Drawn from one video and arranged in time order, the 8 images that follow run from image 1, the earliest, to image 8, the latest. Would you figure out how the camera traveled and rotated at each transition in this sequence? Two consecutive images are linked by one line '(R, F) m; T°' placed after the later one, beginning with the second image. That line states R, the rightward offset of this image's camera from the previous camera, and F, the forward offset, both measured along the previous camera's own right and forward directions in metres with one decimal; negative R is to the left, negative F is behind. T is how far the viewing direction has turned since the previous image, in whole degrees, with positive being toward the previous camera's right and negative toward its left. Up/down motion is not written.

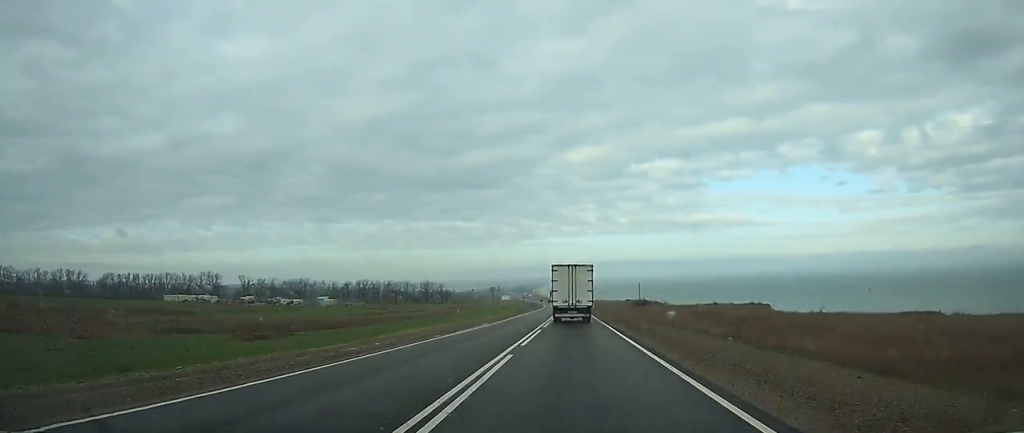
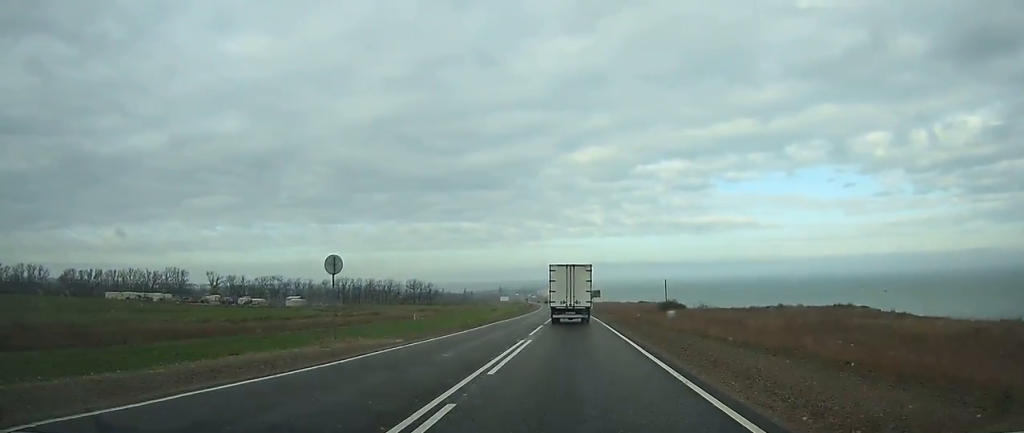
(-0.2, +42.1) m; -1°
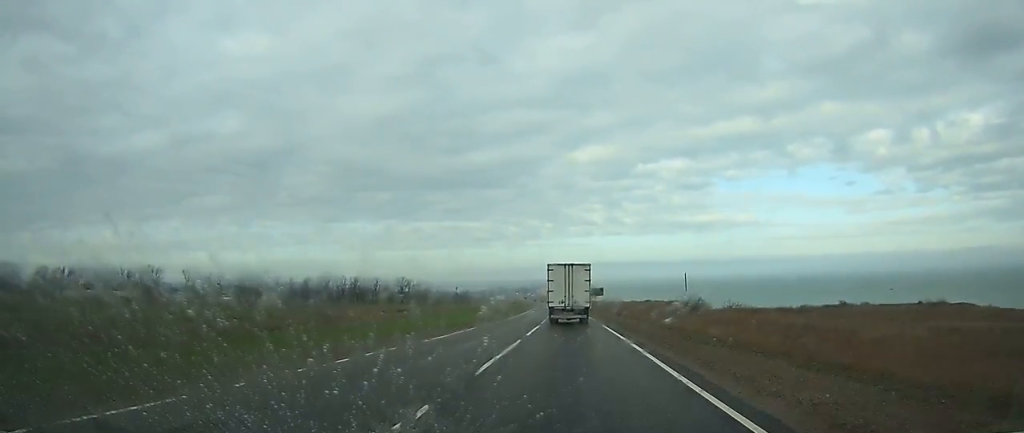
(-0.1, +24.0) m; 0°
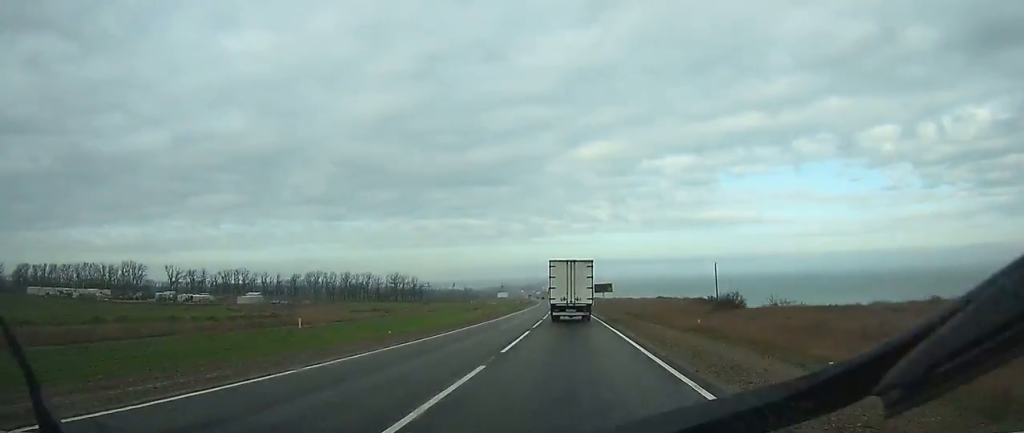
(0.0, +19.8) m; 0°
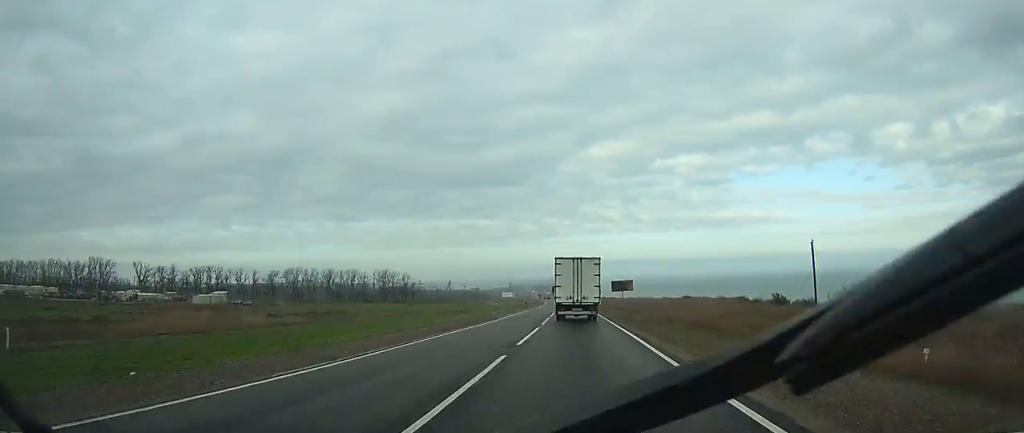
(-0.2, +33.9) m; -1°
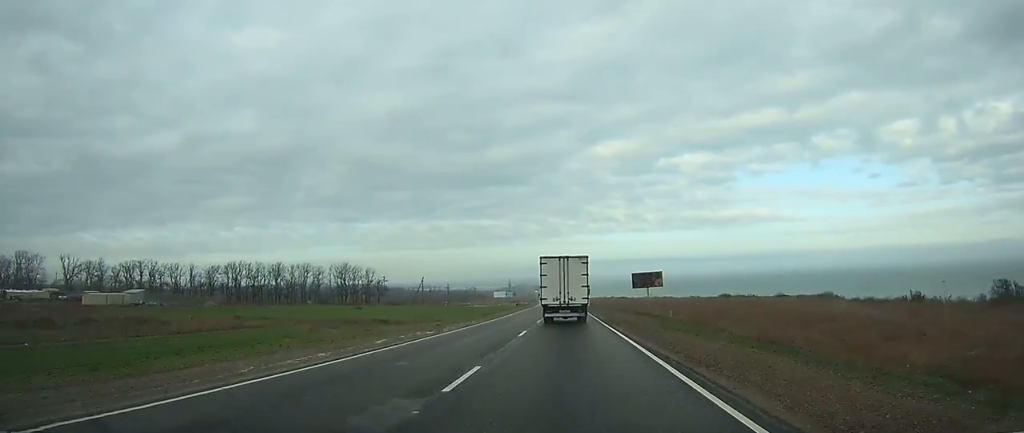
(-0.2, +49.2) m; -1°
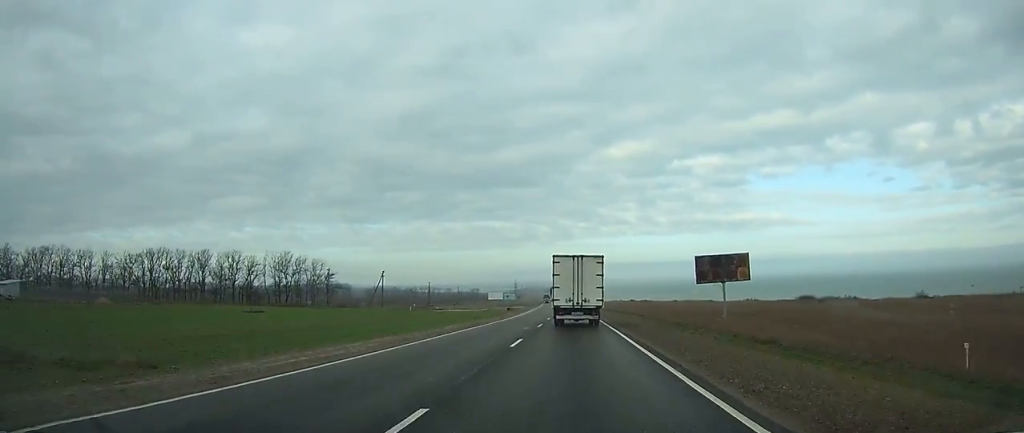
(-0.3, +51.2) m; -1°
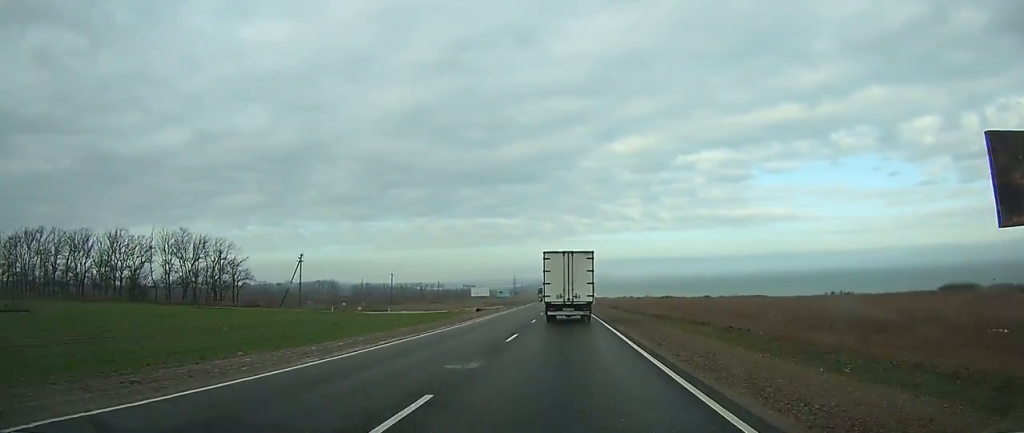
(-0.1, +47.3) m; 0°
